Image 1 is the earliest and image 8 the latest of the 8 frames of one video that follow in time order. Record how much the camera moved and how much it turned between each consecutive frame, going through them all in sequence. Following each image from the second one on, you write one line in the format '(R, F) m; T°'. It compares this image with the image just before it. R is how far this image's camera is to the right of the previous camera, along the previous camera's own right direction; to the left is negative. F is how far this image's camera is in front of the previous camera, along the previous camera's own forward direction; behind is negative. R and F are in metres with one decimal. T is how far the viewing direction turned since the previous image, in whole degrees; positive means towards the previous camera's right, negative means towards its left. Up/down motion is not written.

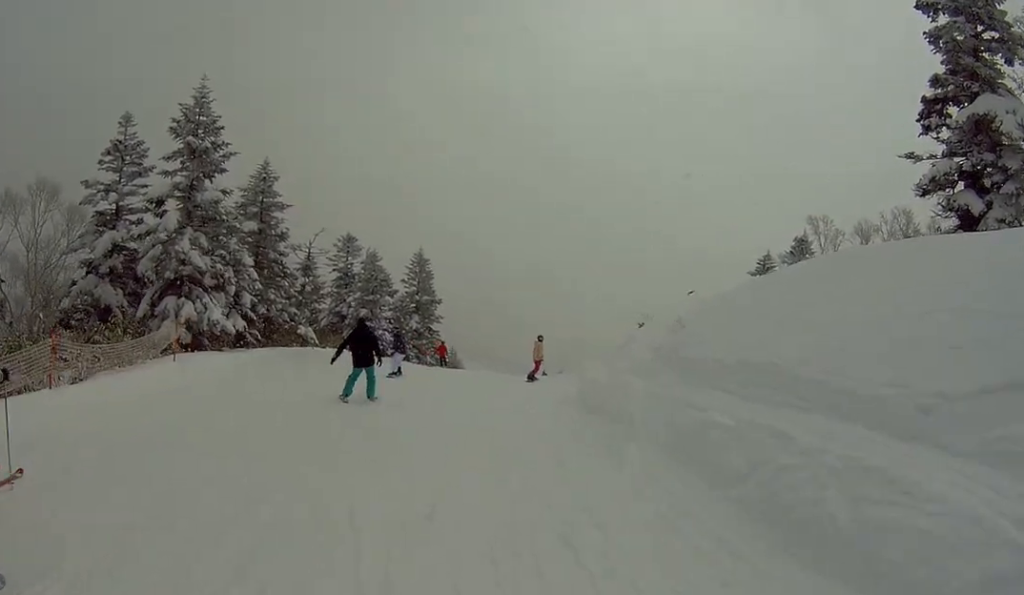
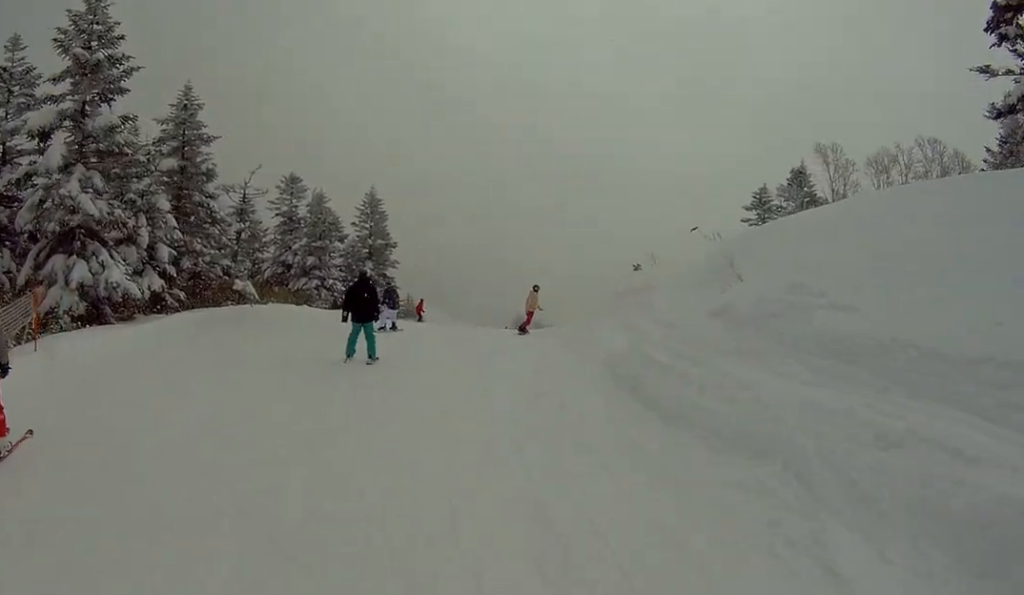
(-0.5, +8.1) m; -4°
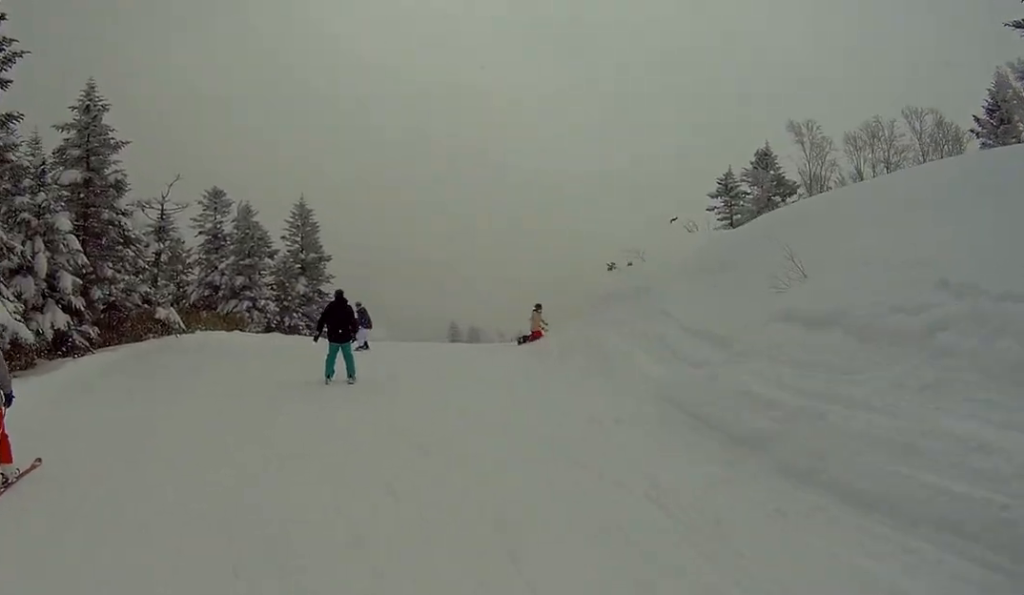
(0.0, +6.7) m; 0°
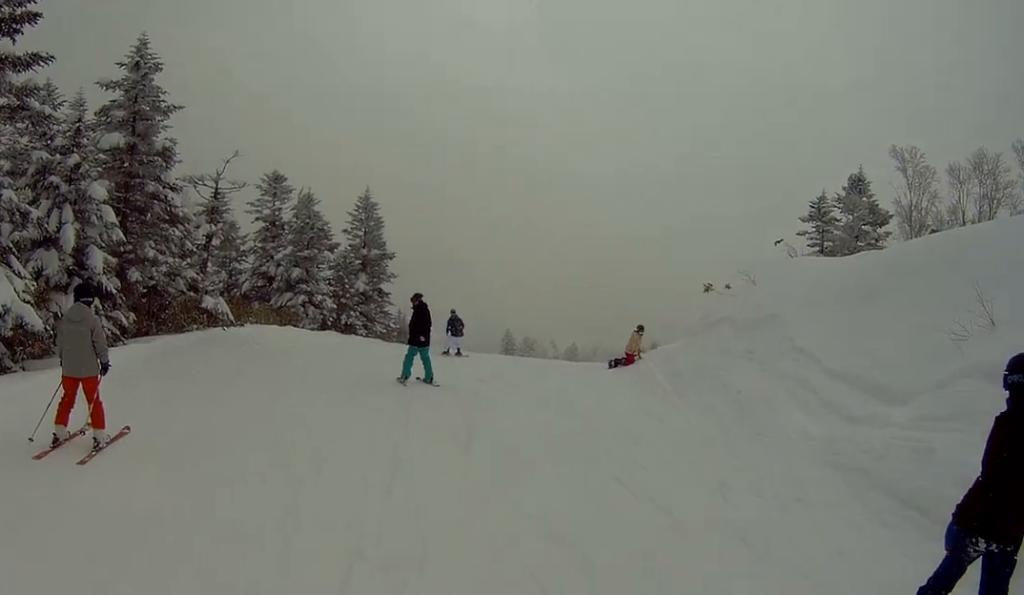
(-0.2, +4.9) m; 0°
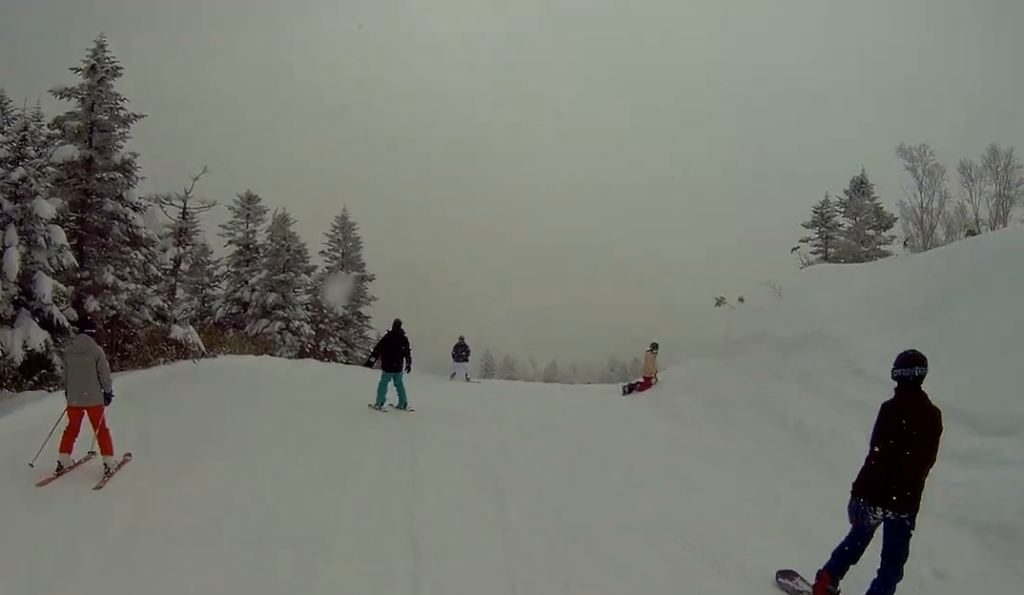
(+0.1, +3.9) m; -2°
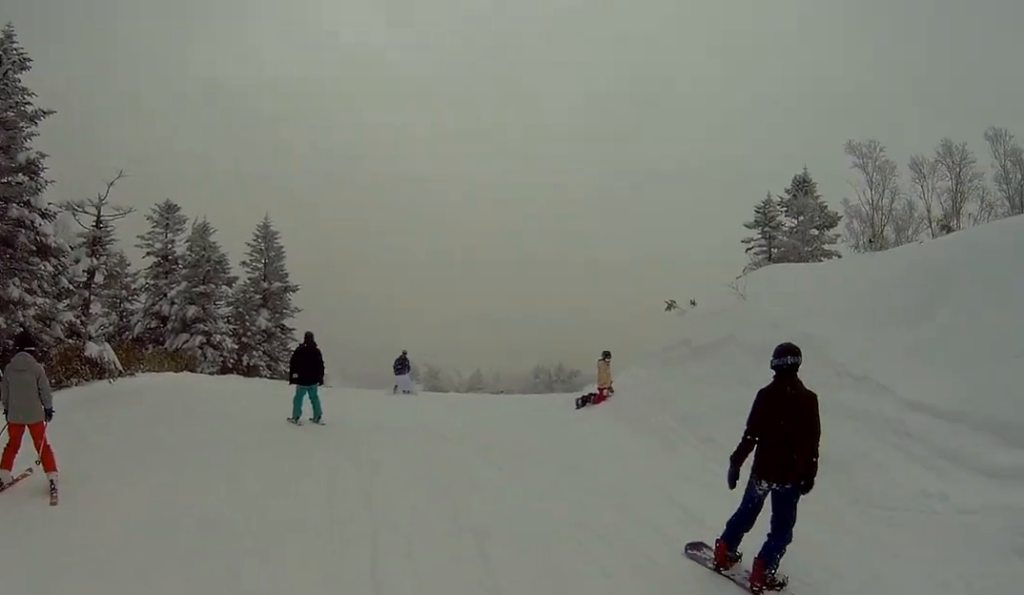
(+0.4, +2.9) m; -3°
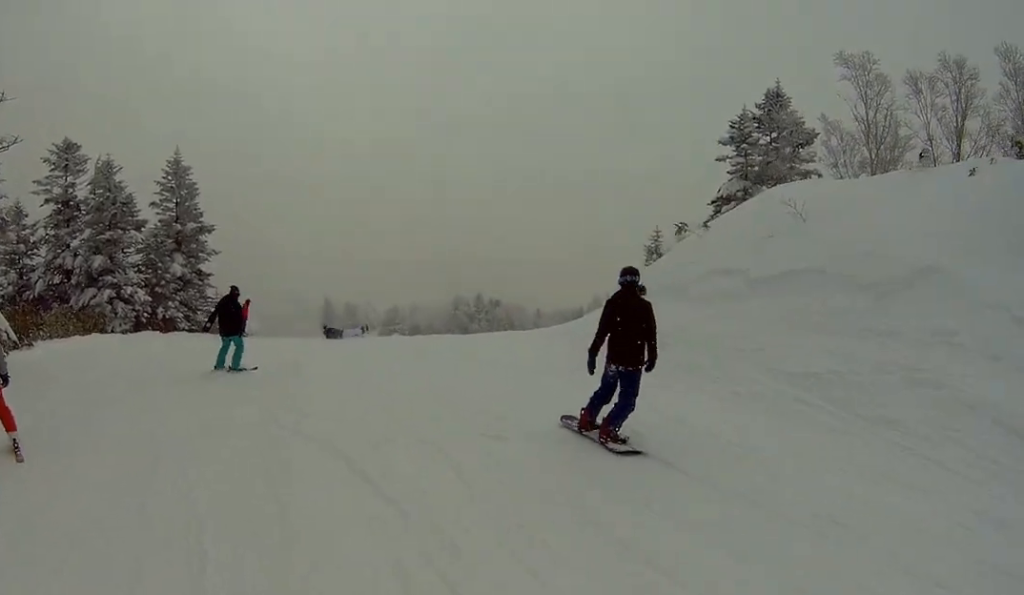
(-0.7, +8.5) m; -3°
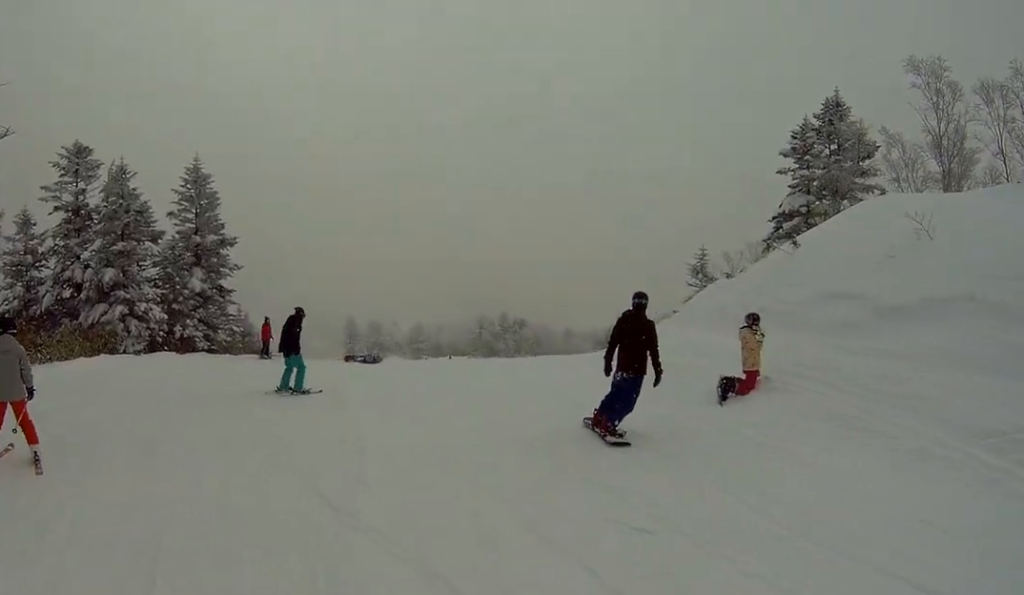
(+0.7, +5.1) m; -9°
